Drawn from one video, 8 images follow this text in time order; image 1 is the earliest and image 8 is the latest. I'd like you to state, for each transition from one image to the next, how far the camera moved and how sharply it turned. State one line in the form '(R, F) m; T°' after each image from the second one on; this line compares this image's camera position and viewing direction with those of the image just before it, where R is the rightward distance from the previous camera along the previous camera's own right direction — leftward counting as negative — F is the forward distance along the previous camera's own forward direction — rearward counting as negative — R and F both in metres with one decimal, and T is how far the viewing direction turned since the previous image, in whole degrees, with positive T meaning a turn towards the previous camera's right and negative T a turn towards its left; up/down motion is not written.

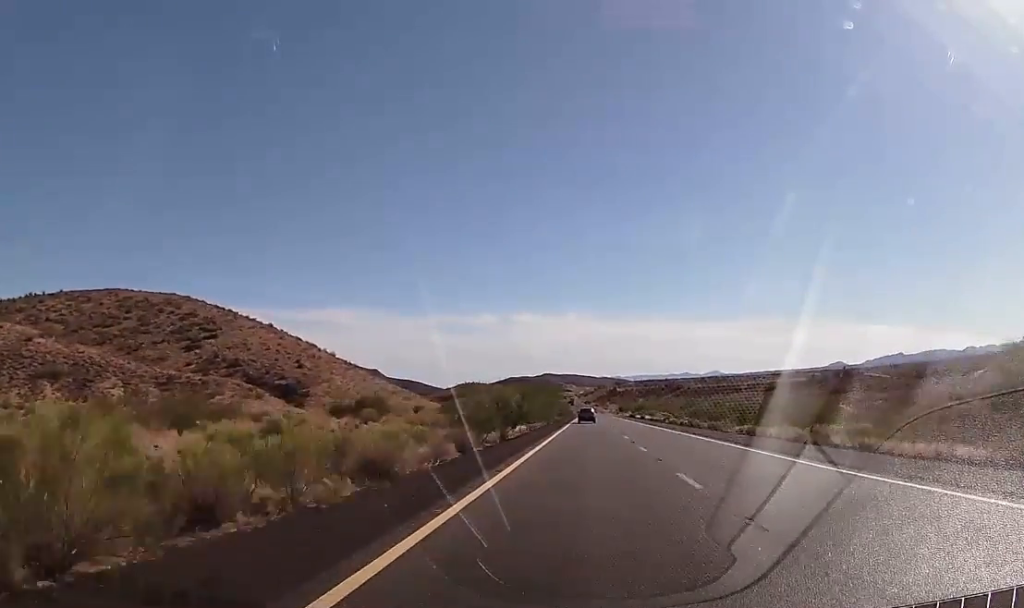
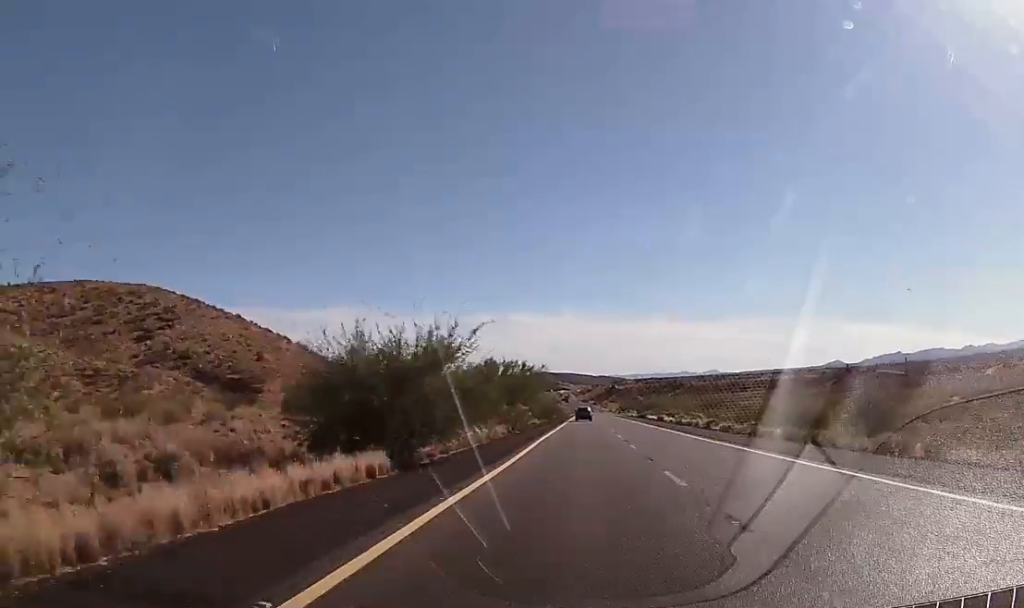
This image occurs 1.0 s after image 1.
(-0.4, +36.6) m; -1°
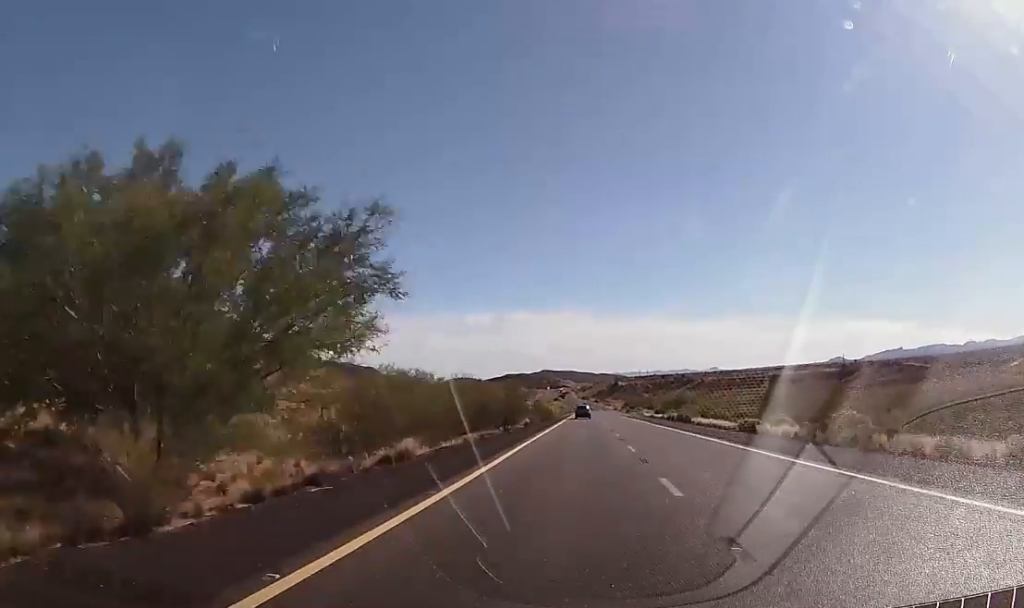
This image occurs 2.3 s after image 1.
(+0.3, +50.5) m; +1°
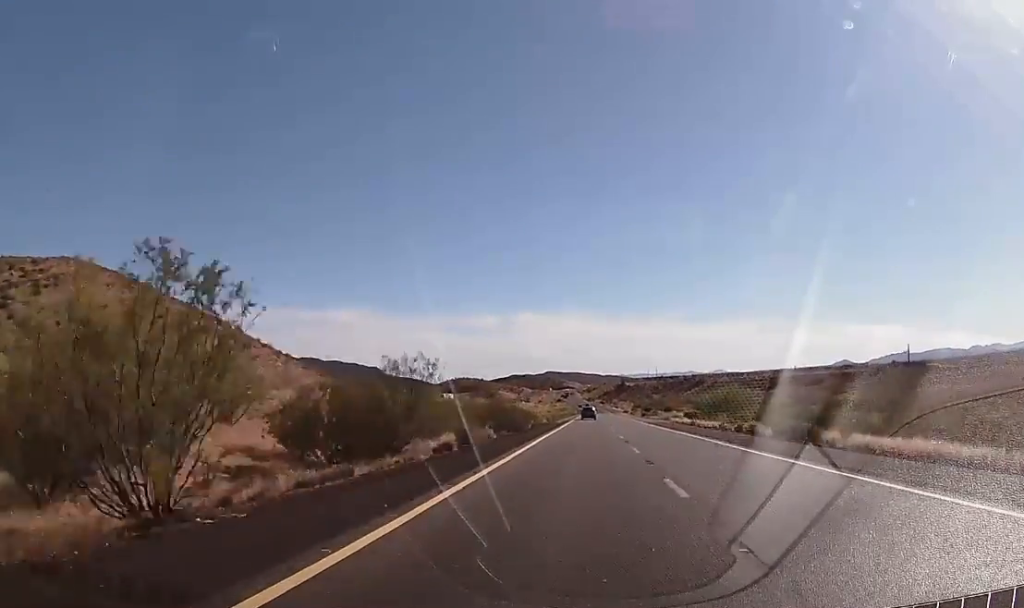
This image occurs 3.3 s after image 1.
(+0.2, +36.6) m; 0°
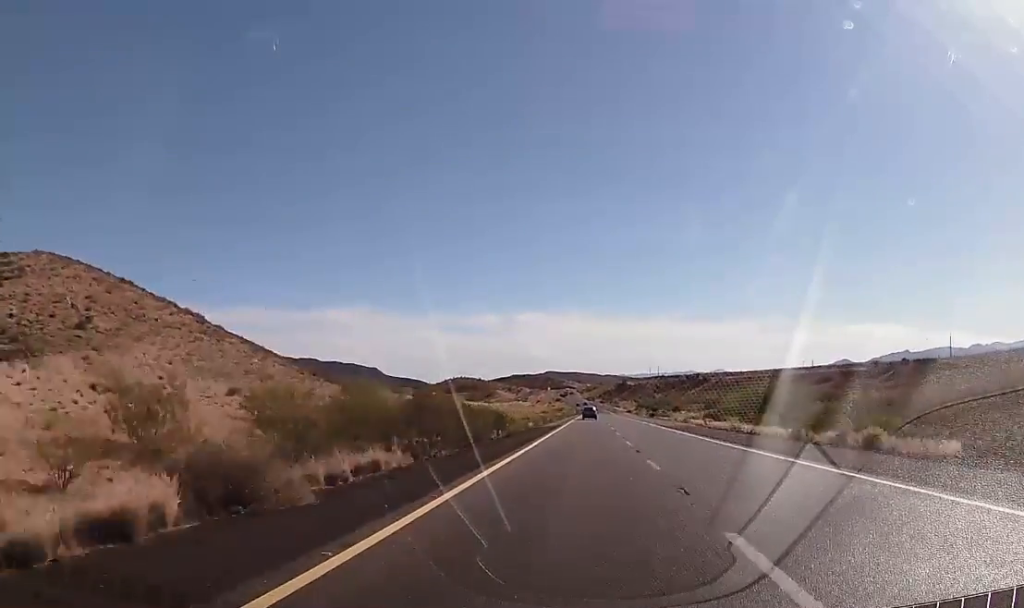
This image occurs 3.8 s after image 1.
(-0.2, +20.2) m; 0°
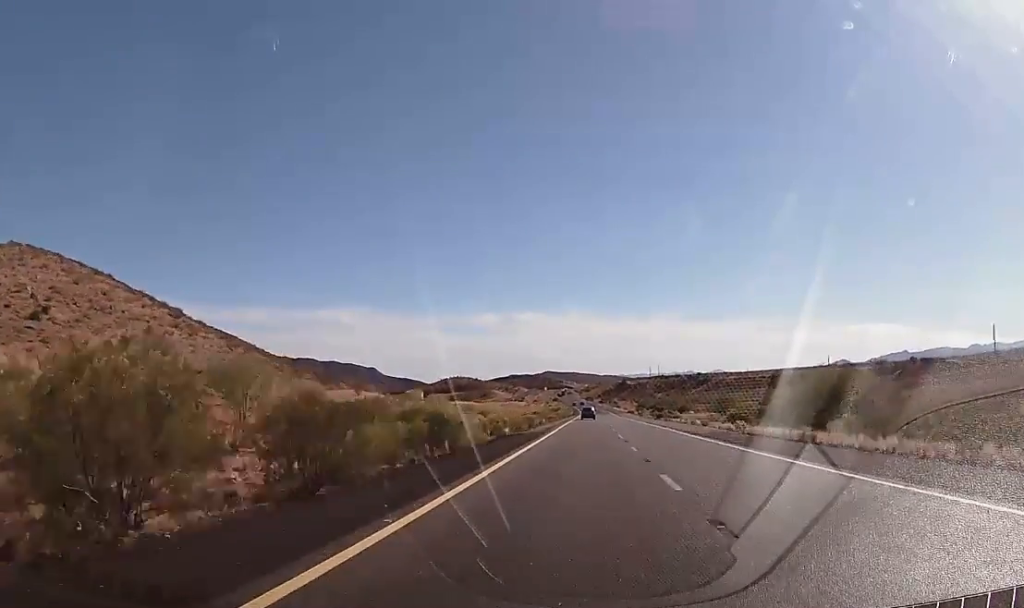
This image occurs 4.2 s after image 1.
(0.0, +16.4) m; 0°
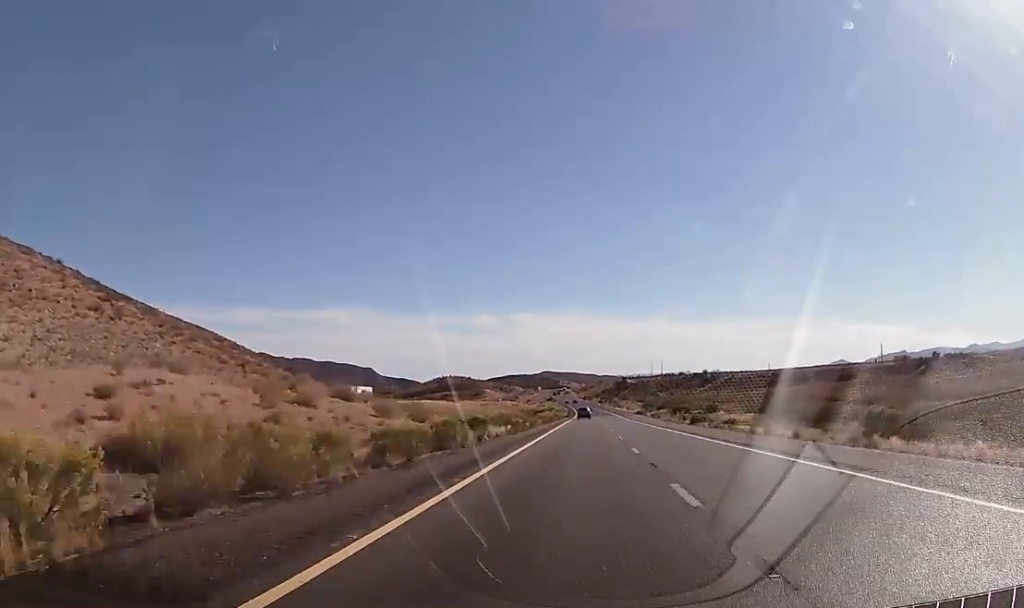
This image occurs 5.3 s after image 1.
(+0.4, +39.0) m; 0°
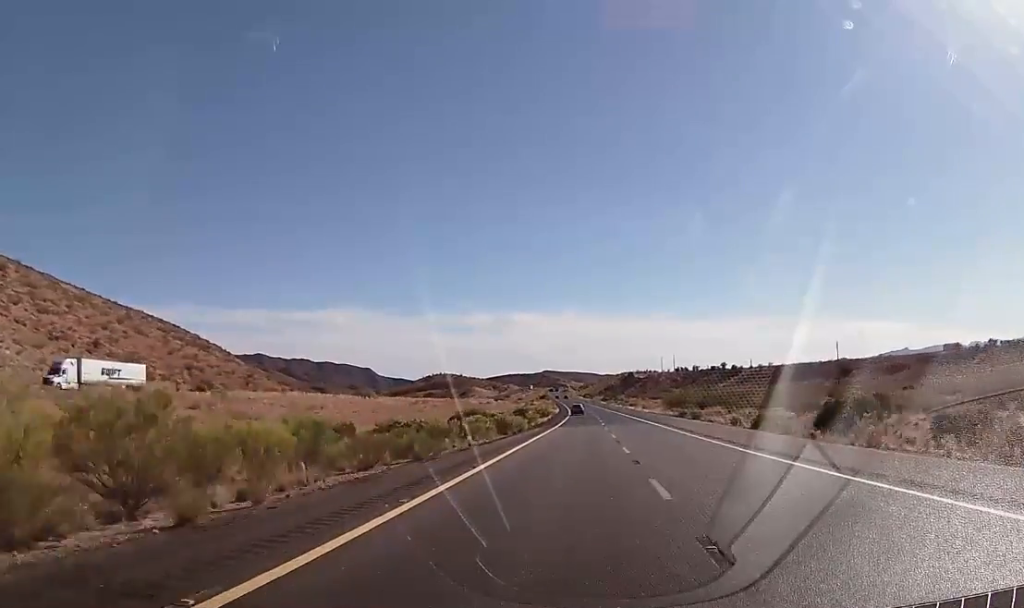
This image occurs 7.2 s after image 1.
(-0.8, +72.1) m; -1°
